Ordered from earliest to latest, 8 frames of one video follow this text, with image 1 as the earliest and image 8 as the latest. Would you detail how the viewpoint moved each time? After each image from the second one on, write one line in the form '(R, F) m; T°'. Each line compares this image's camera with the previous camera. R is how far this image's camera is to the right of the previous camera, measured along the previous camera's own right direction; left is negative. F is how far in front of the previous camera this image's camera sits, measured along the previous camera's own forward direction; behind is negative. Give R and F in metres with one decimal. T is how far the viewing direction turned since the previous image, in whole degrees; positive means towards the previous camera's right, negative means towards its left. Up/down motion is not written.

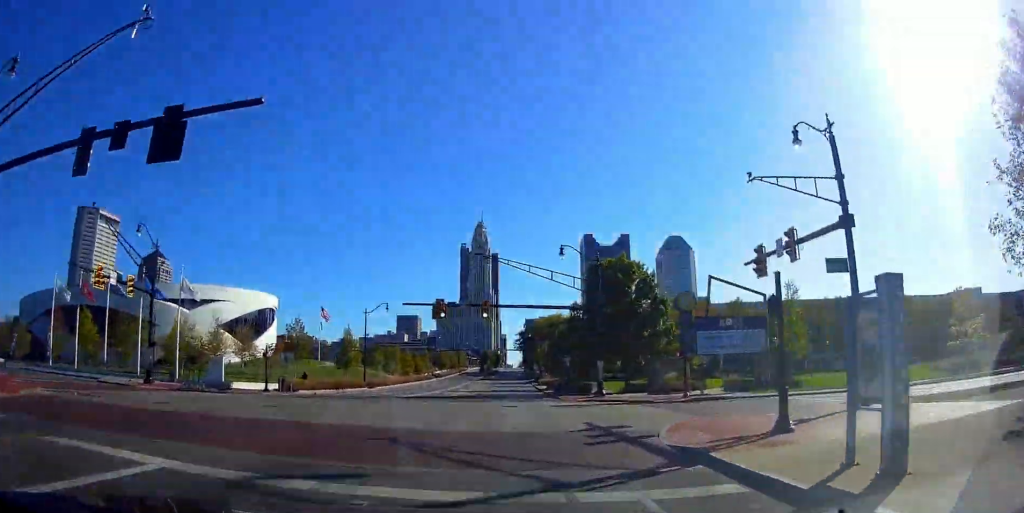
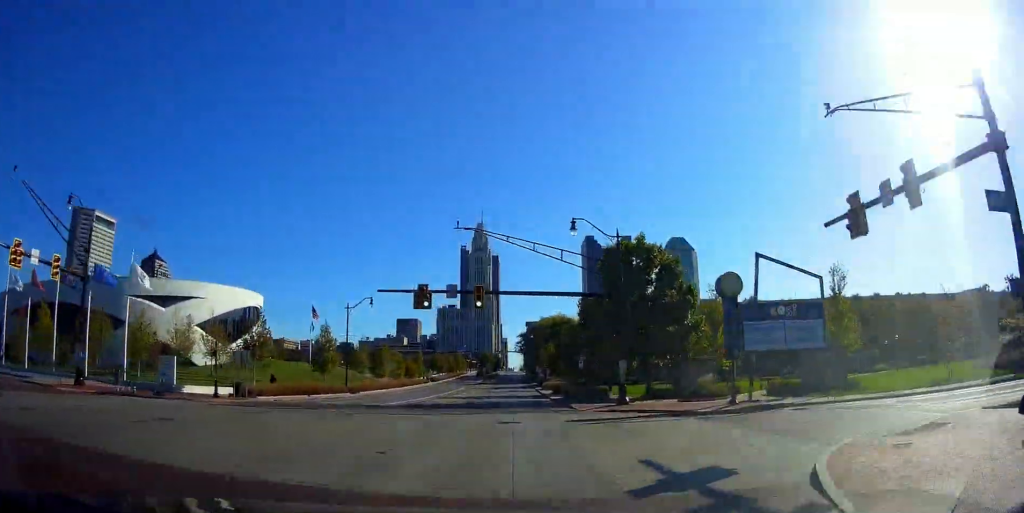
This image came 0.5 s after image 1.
(-0.4, +7.7) m; 0°
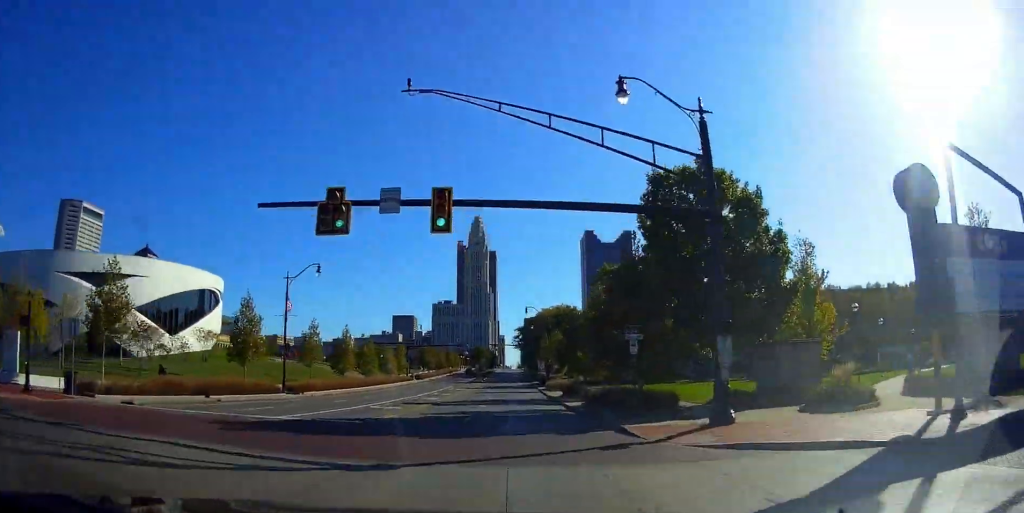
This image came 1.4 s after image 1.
(+0.9, +16.0) m; +3°
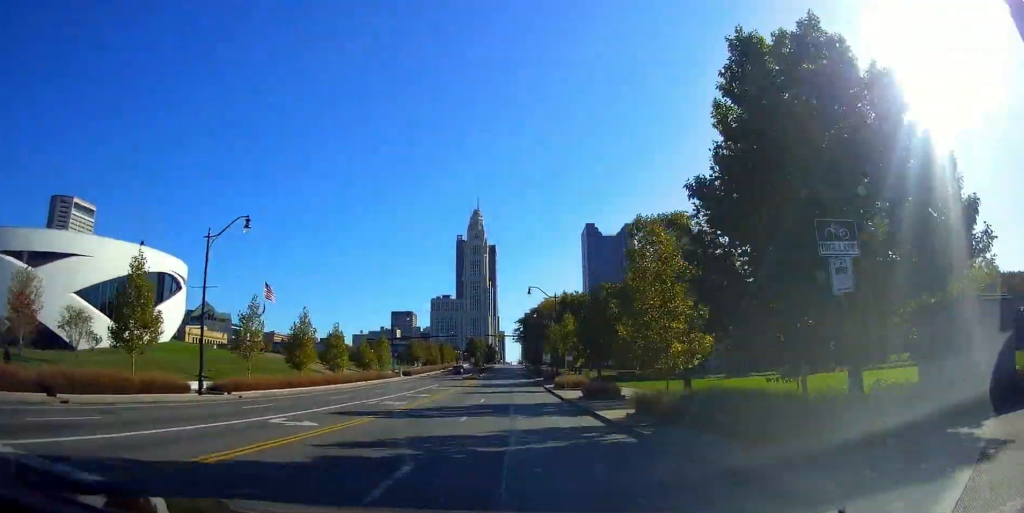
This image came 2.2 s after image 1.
(0.0, +12.6) m; -3°
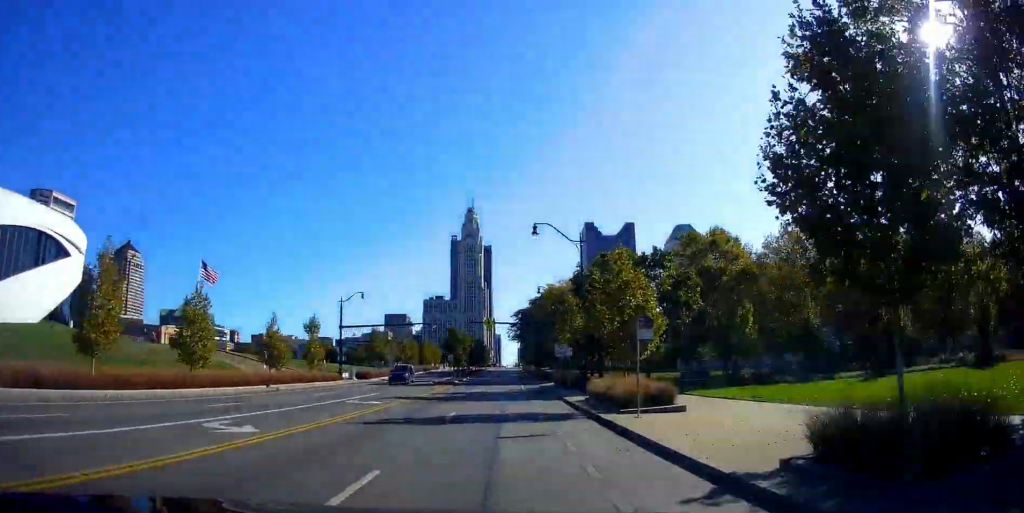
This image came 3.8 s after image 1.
(-0.7, +25.2) m; 0°
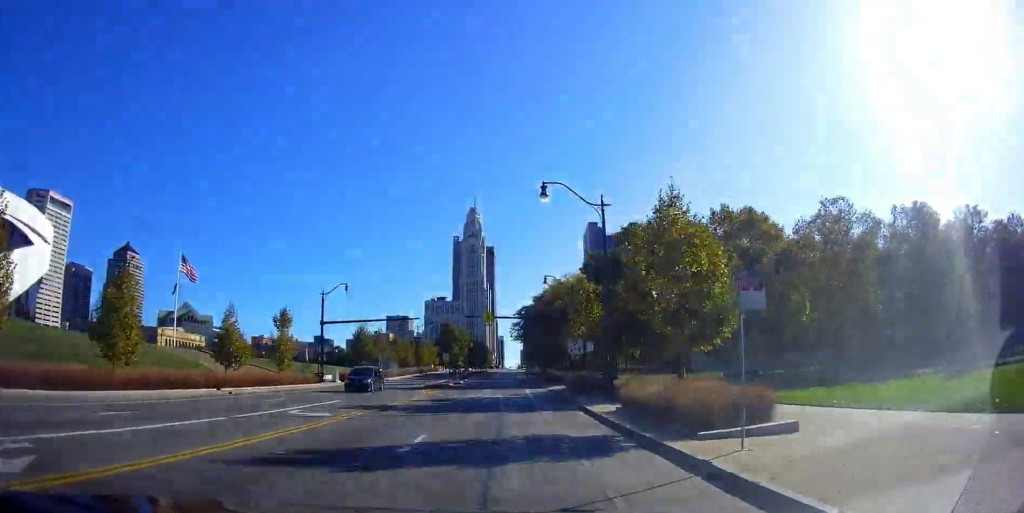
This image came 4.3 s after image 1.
(+0.3, +7.4) m; +2°
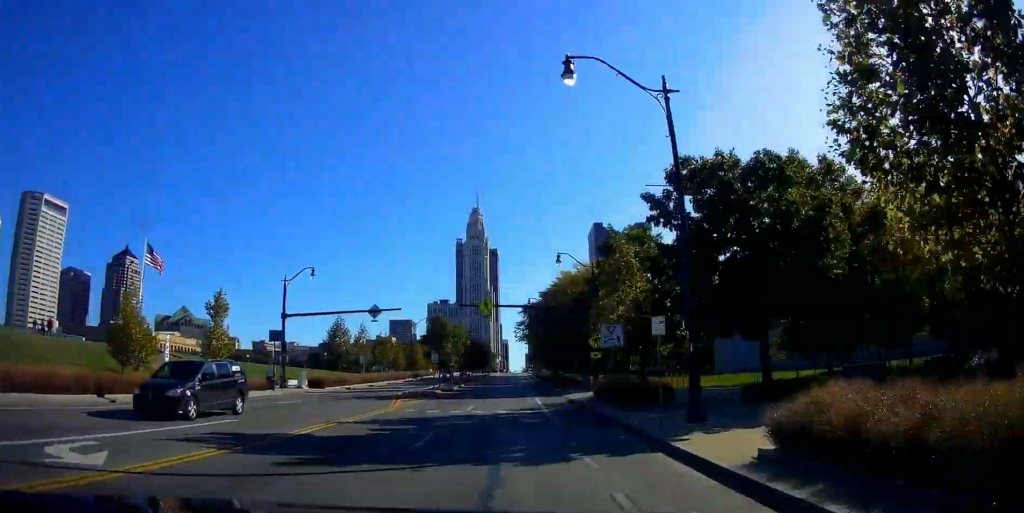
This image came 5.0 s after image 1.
(+0.1, +11.1) m; -1°
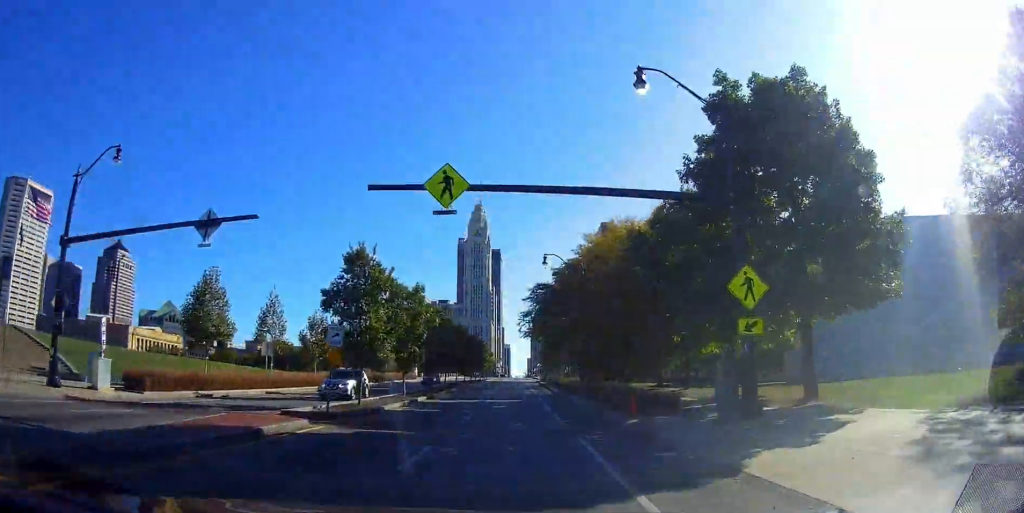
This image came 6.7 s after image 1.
(-1.0, +26.9) m; -1°
